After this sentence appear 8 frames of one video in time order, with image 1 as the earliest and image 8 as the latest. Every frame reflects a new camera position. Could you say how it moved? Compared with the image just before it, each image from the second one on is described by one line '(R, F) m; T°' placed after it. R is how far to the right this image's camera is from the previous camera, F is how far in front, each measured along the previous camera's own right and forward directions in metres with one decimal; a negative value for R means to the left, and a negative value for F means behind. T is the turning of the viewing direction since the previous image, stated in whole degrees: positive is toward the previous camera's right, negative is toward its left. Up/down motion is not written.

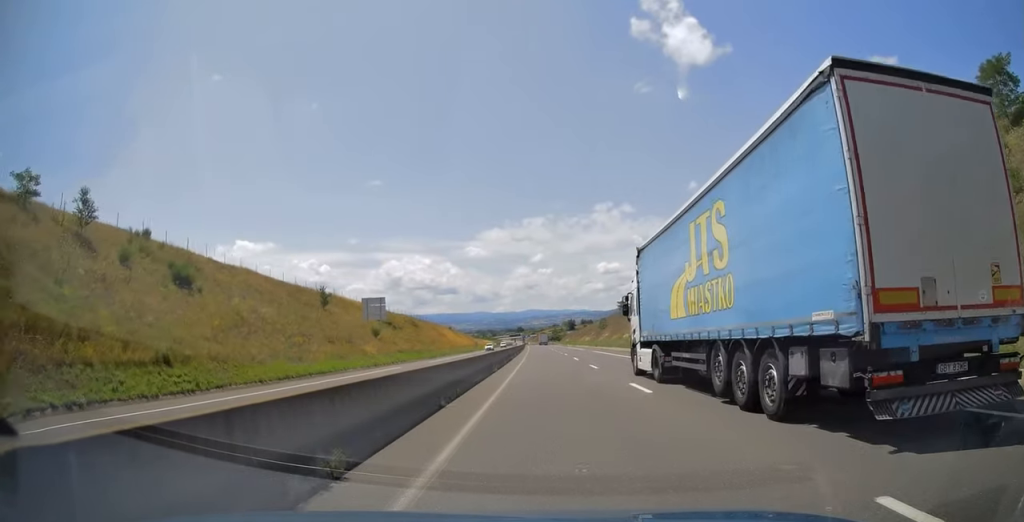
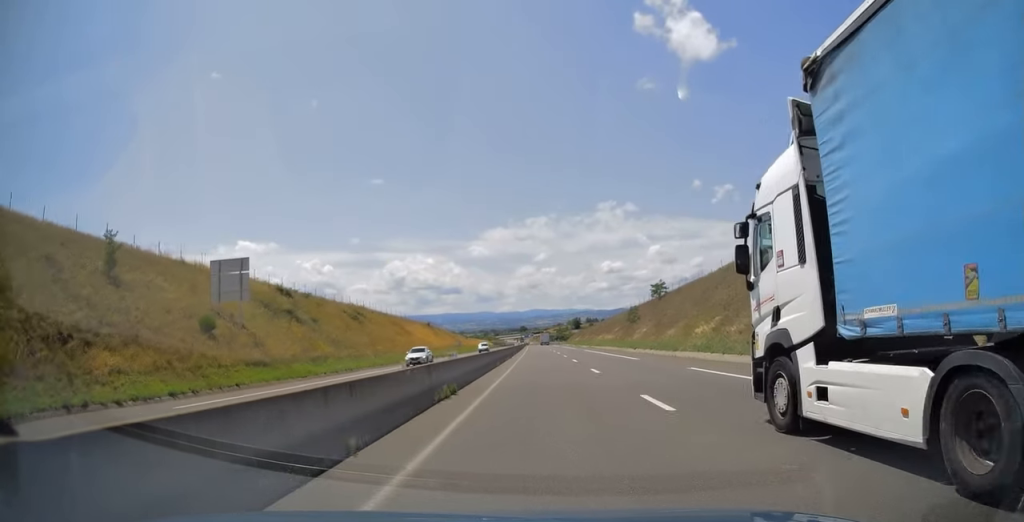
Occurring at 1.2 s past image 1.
(-0.3, +42.5) m; -1°
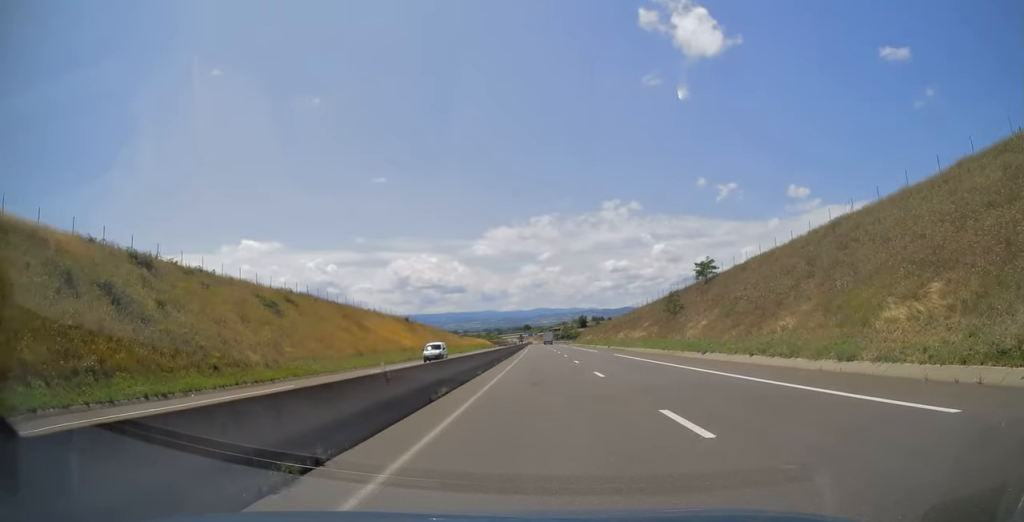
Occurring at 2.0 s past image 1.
(-0.1, +28.8) m; 0°
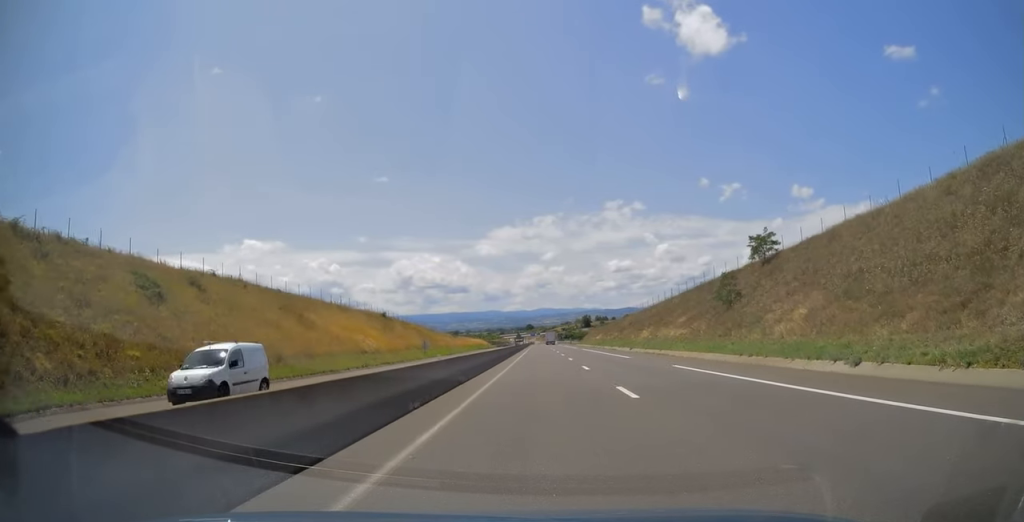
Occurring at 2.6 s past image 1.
(0.0, +20.4) m; 0°
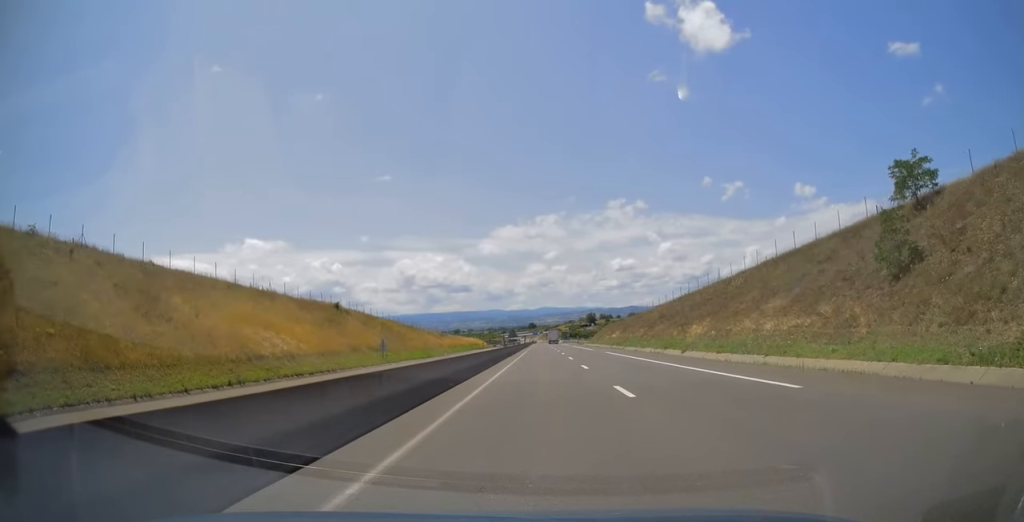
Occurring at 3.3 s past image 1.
(+0.1, +25.9) m; 0°
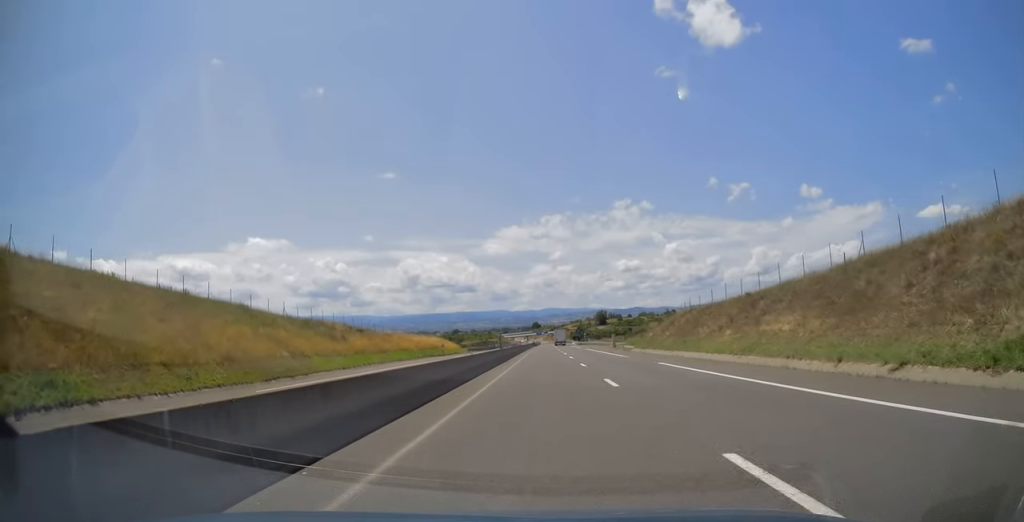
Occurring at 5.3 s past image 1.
(-0.9, +74.4) m; -1°
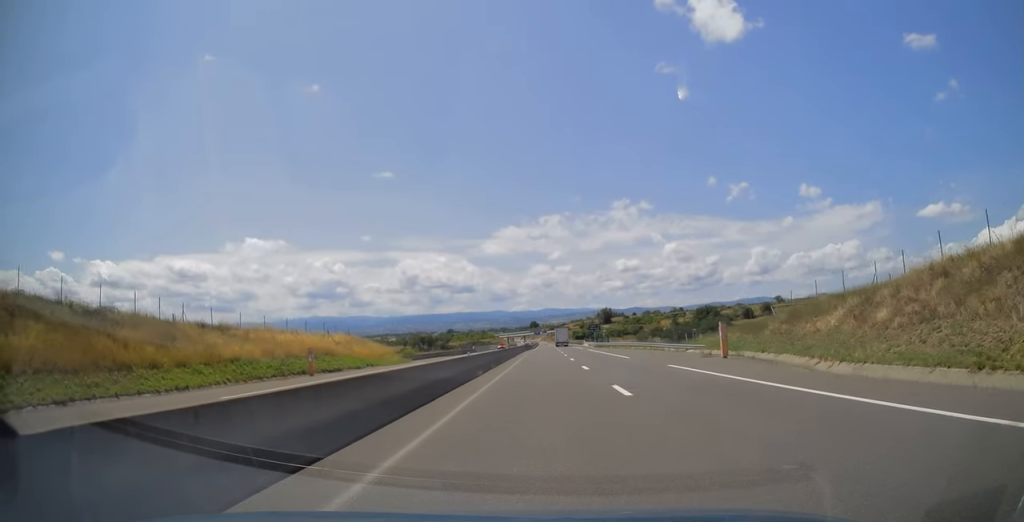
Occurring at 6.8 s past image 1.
(-0.3, +54.4) m; 0°
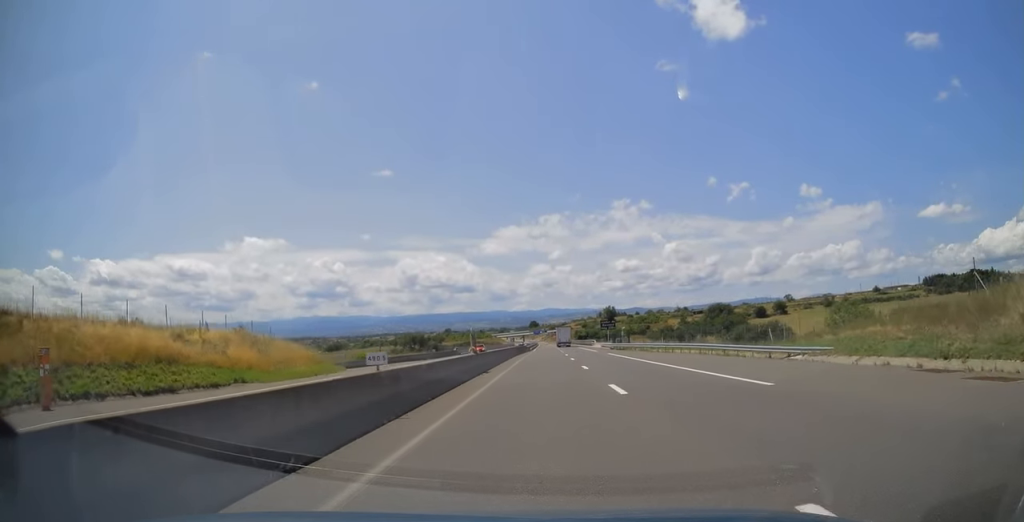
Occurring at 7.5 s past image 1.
(+0.1, +25.4) m; 0°
